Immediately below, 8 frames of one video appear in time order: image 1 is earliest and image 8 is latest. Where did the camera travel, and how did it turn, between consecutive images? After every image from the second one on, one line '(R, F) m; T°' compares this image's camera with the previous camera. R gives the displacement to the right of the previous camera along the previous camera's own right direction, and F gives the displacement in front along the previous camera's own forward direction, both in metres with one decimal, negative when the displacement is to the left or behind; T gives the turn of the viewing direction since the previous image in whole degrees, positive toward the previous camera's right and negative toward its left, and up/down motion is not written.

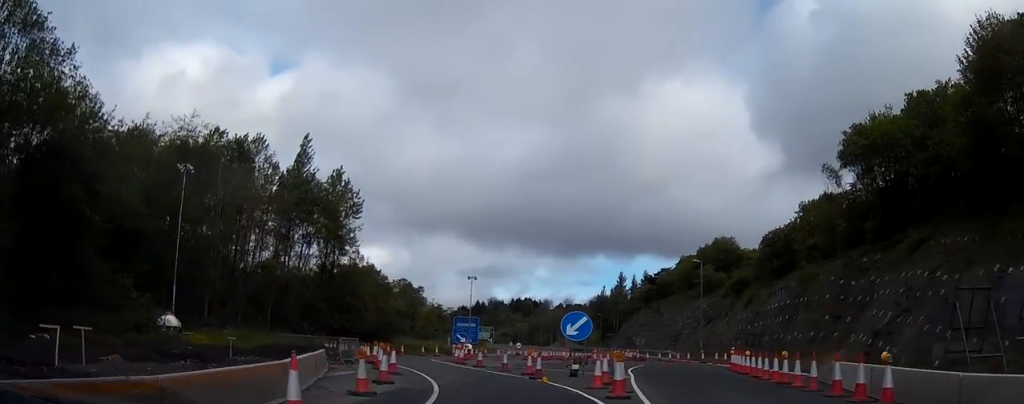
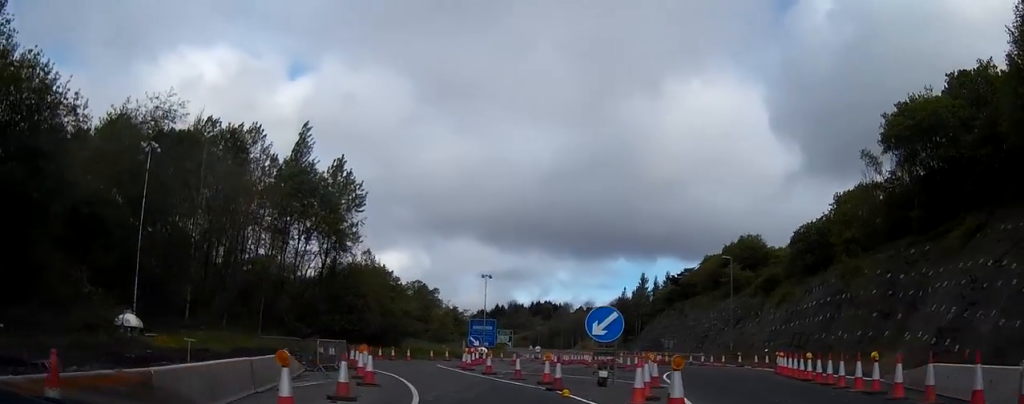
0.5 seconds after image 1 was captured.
(-0.1, +5.6) m; -3°
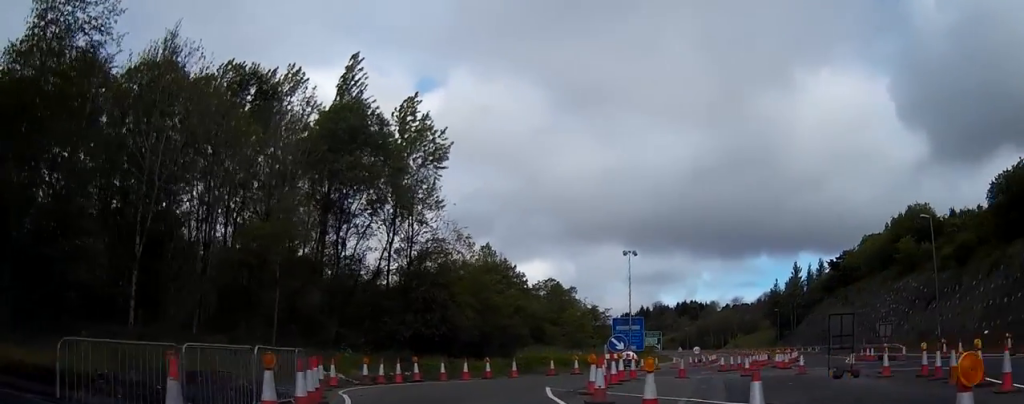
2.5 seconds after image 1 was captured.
(-1.7, +19.6) m; -10°
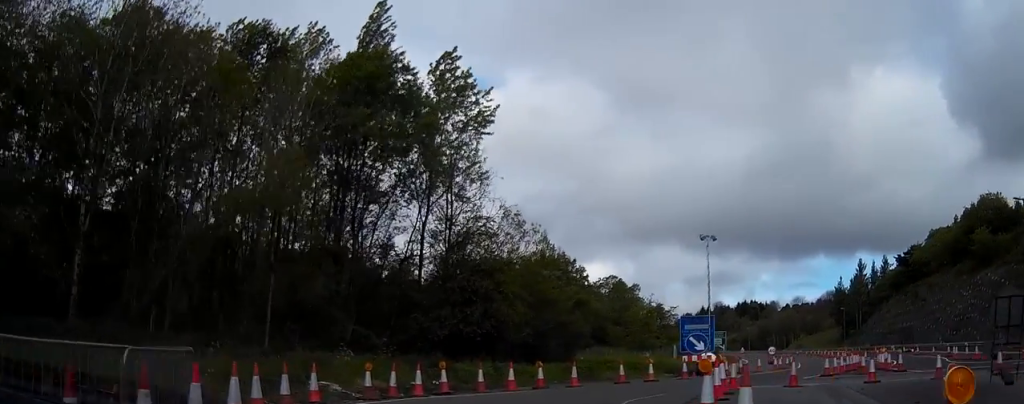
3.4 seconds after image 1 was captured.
(-0.3, +7.7) m; -5°
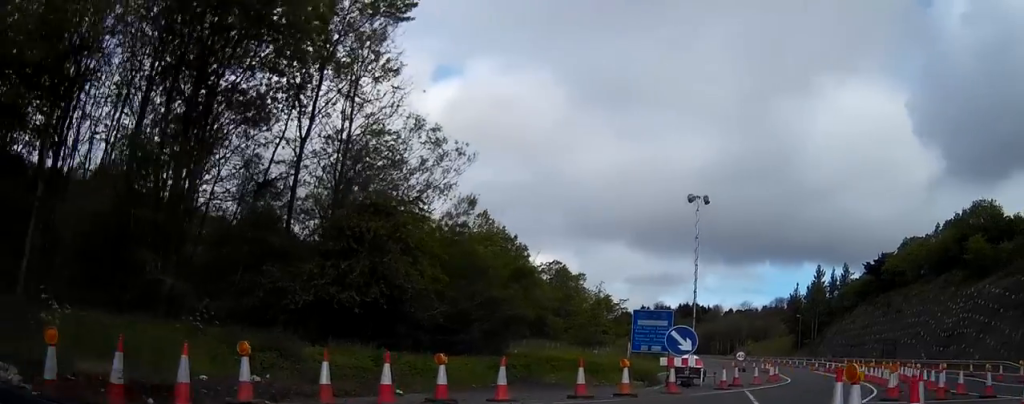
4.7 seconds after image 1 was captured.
(-0.8, +11.9) m; -3°
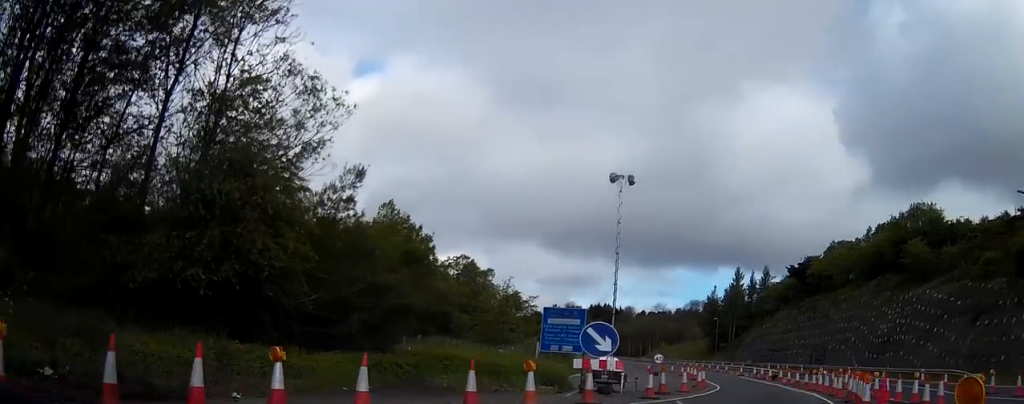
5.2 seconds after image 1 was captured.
(0.0, +4.3) m; +3°
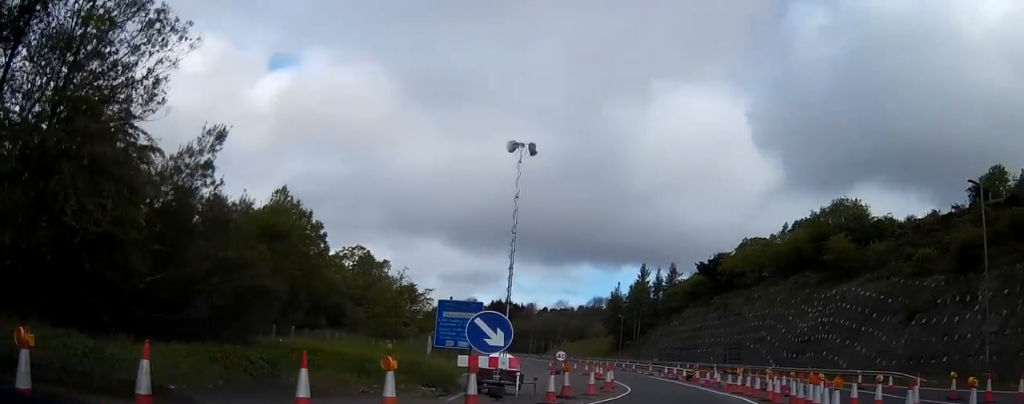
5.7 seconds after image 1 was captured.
(-0.1, +4.0) m; +5°
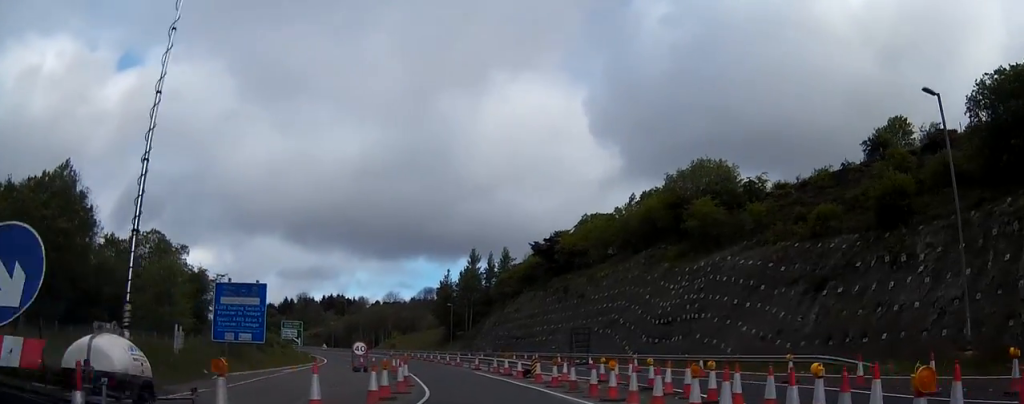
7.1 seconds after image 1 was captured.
(+2.1, +12.0) m; +19°
